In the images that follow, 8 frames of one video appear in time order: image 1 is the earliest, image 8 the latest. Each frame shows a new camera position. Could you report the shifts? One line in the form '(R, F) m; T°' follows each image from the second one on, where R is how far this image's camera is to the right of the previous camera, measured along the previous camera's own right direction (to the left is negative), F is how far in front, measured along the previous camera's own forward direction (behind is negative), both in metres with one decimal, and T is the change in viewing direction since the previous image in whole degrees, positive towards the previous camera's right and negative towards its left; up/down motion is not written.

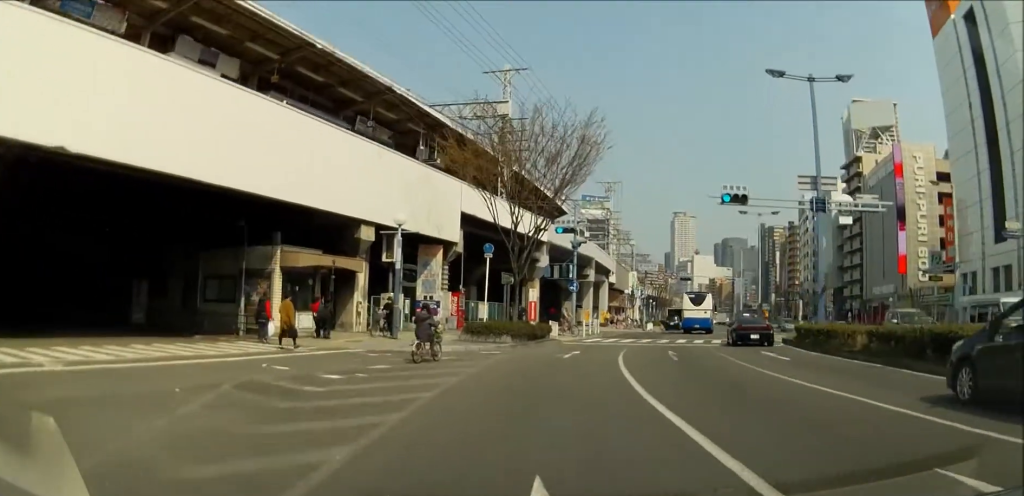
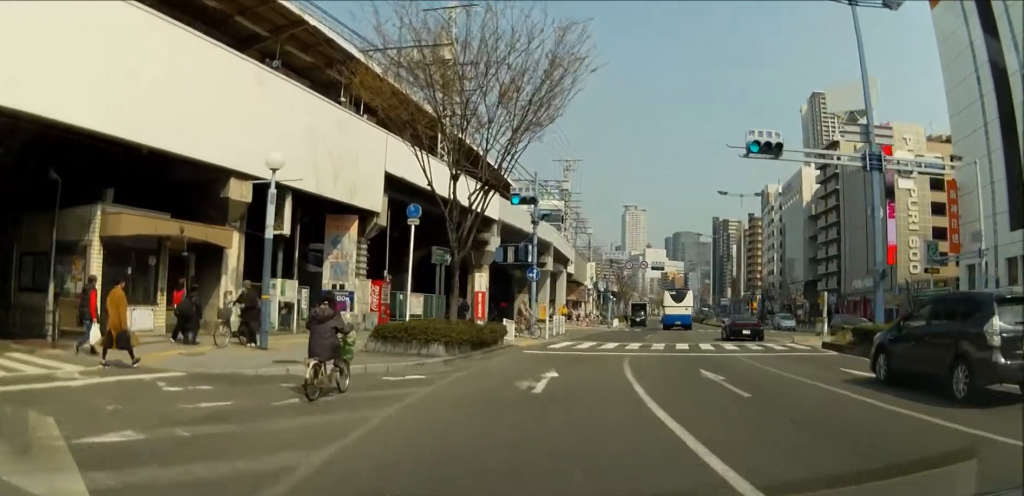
(+0.3, +8.8) m; +6°
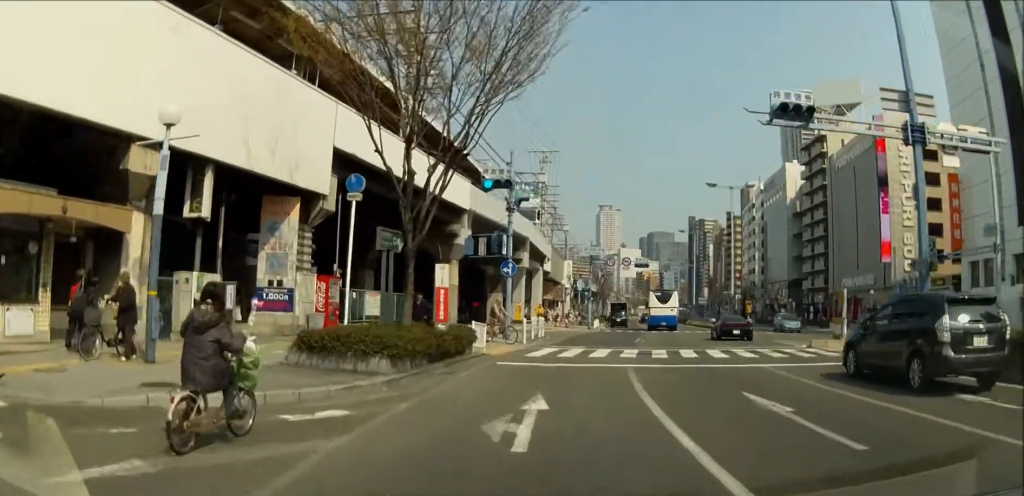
(0.0, +4.1) m; +3°
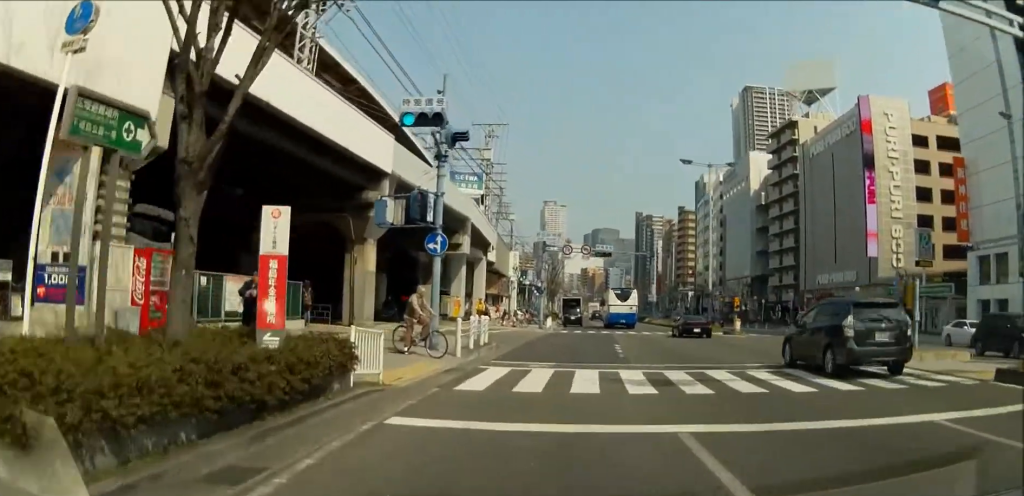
(+0.6, +8.4) m; +3°
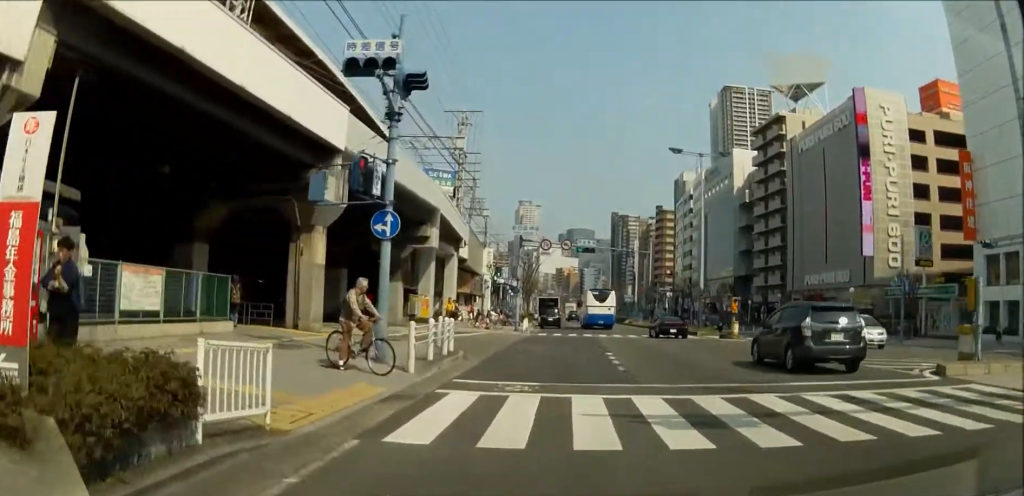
(0.0, +3.8) m; +1°
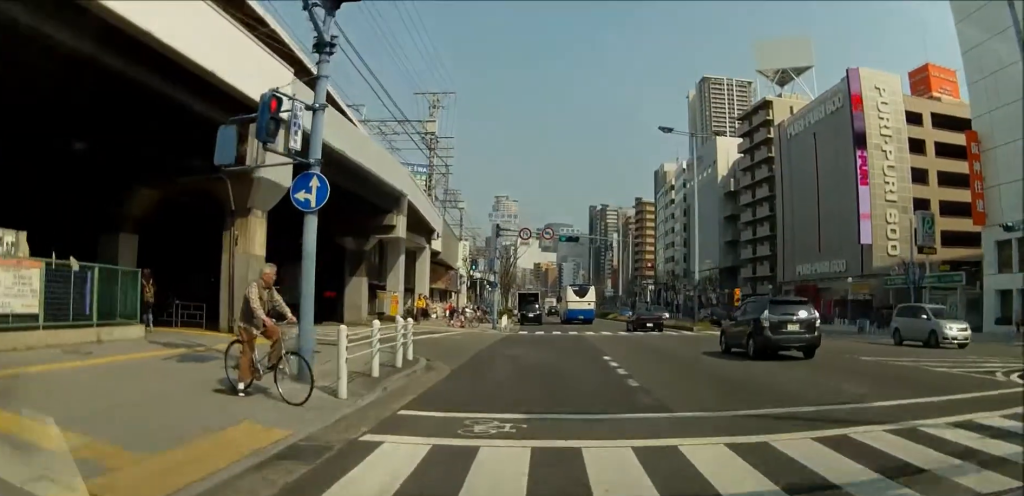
(-0.1, +3.8) m; +1°
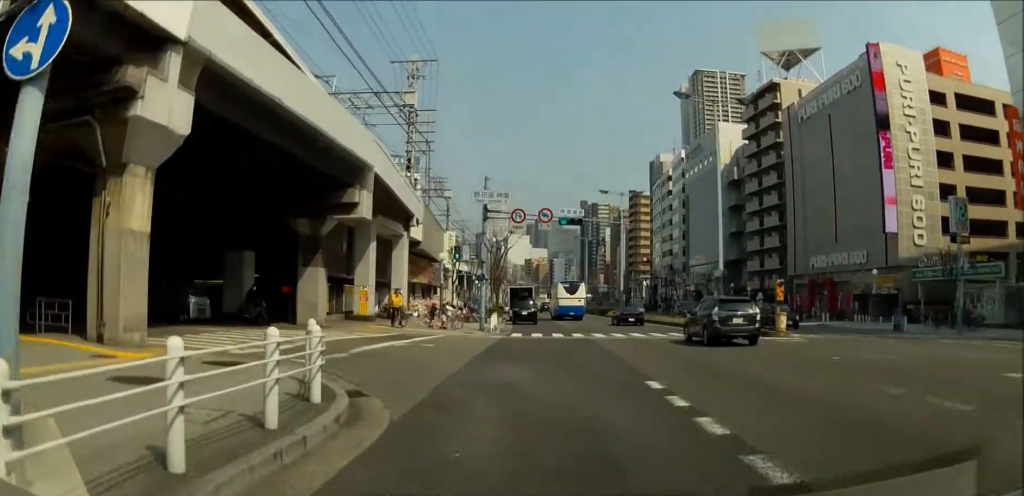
(+0.4, +6.1) m; +3°
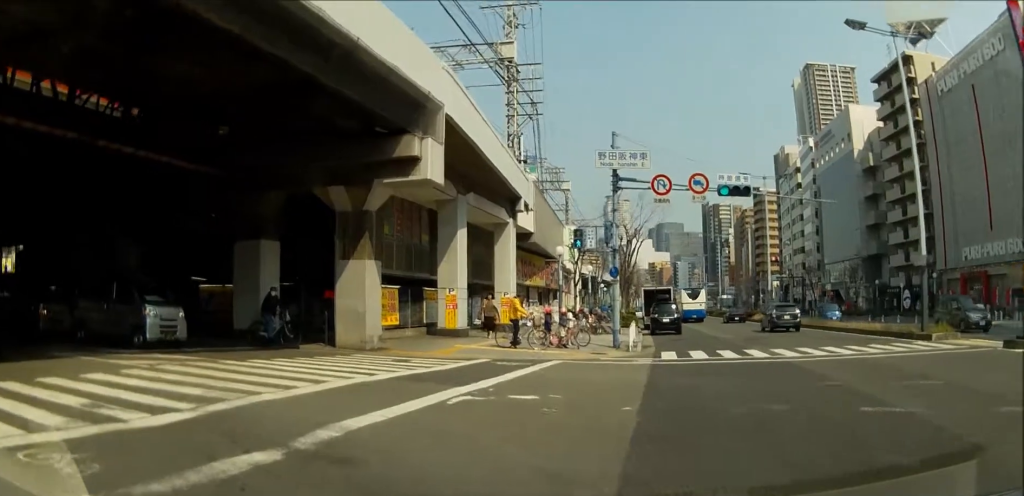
(-0.5, +9.8) m; -19°
